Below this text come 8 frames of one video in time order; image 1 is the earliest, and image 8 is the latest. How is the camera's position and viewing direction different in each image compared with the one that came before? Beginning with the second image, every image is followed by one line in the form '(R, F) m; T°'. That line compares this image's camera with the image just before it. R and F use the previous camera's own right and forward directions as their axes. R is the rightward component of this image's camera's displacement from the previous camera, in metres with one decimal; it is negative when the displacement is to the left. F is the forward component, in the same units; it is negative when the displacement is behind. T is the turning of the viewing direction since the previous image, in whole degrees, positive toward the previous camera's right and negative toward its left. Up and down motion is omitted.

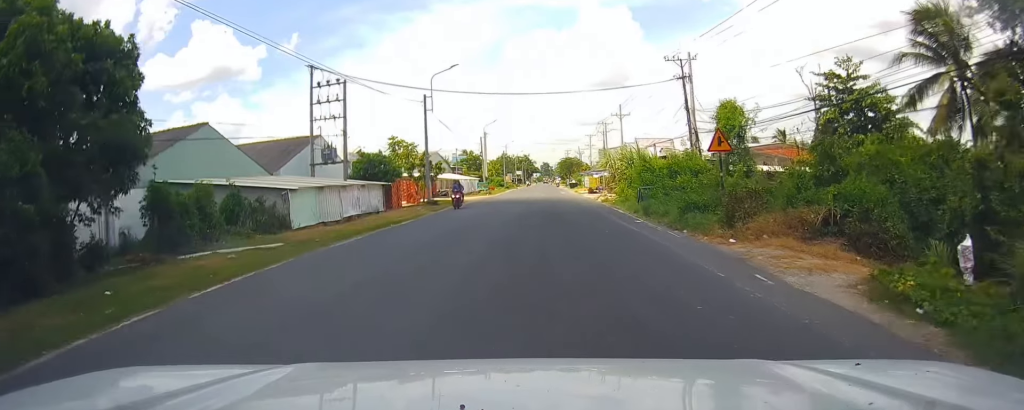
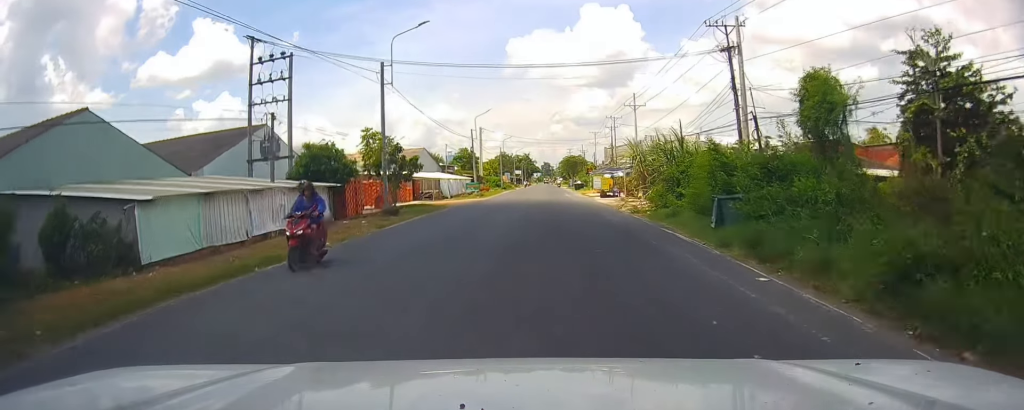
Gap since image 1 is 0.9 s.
(+0.1, +11.7) m; 0°
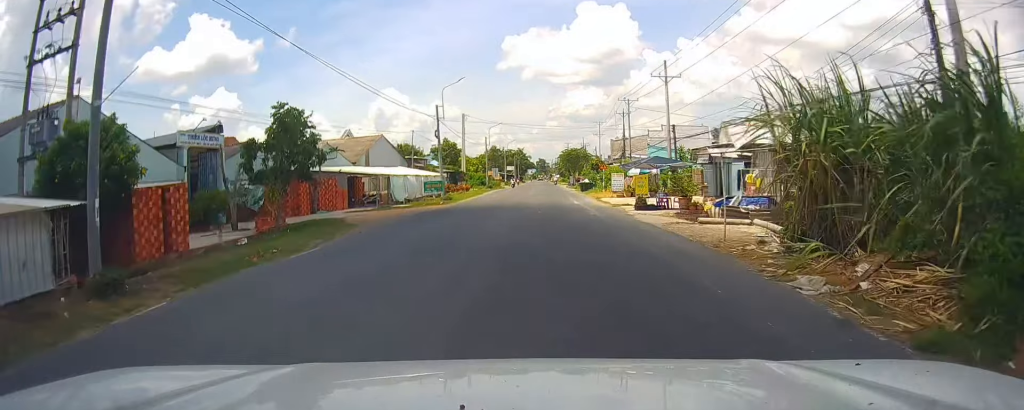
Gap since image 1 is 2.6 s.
(-0.5, +20.6) m; 0°
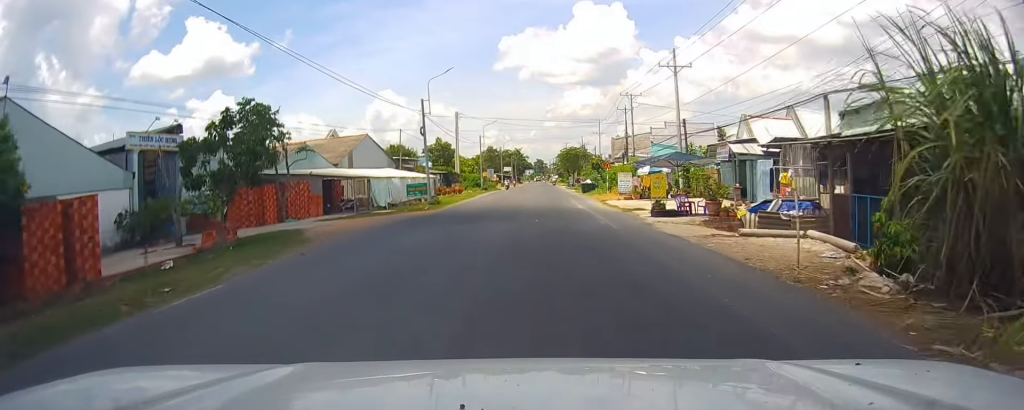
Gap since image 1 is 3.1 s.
(+0.3, +5.6) m; 0°
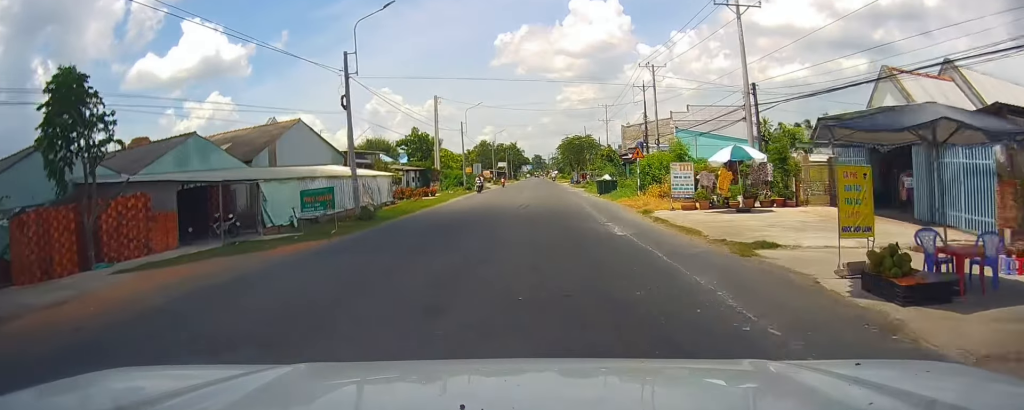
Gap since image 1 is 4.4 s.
(-0.1, +16.6) m; 0°
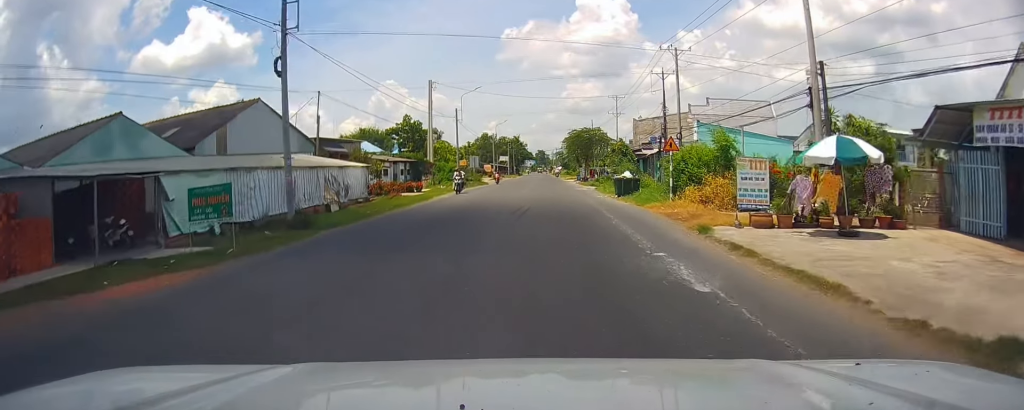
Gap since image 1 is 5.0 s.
(+0.1, +7.9) m; +1°
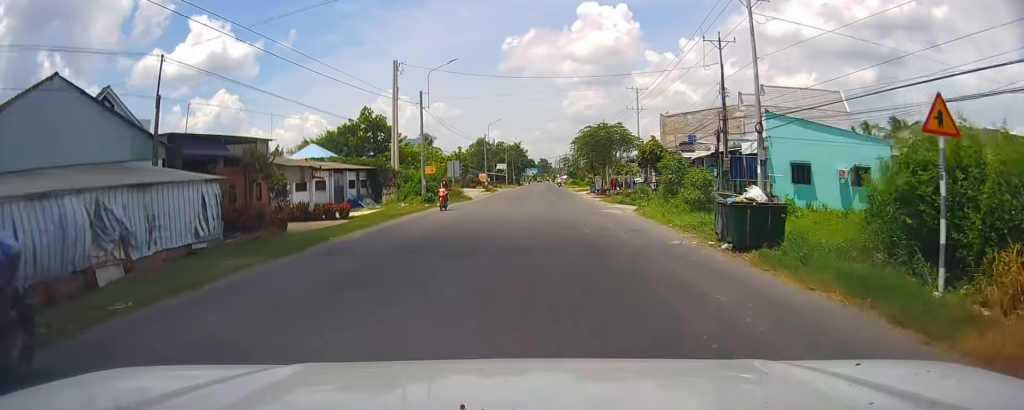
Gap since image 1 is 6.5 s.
(+0.5, +18.2) m; 0°
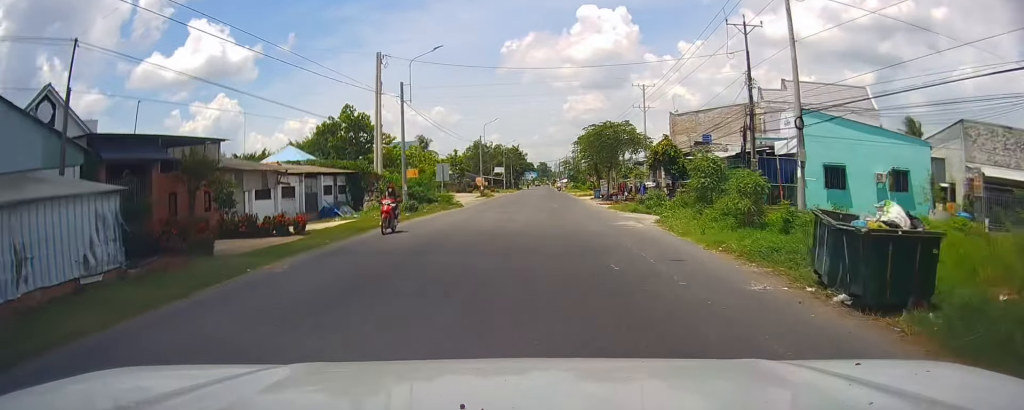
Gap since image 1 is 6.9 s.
(-0.2, +5.2) m; 0°
